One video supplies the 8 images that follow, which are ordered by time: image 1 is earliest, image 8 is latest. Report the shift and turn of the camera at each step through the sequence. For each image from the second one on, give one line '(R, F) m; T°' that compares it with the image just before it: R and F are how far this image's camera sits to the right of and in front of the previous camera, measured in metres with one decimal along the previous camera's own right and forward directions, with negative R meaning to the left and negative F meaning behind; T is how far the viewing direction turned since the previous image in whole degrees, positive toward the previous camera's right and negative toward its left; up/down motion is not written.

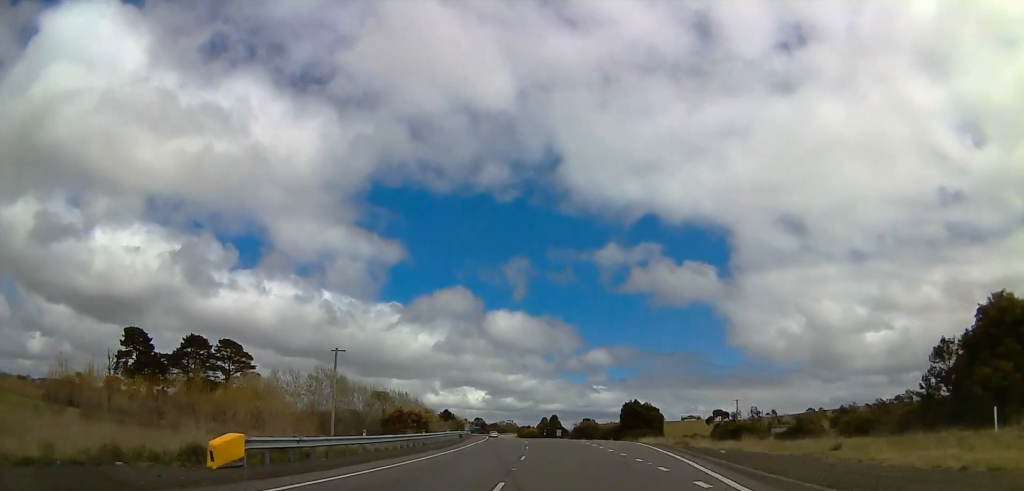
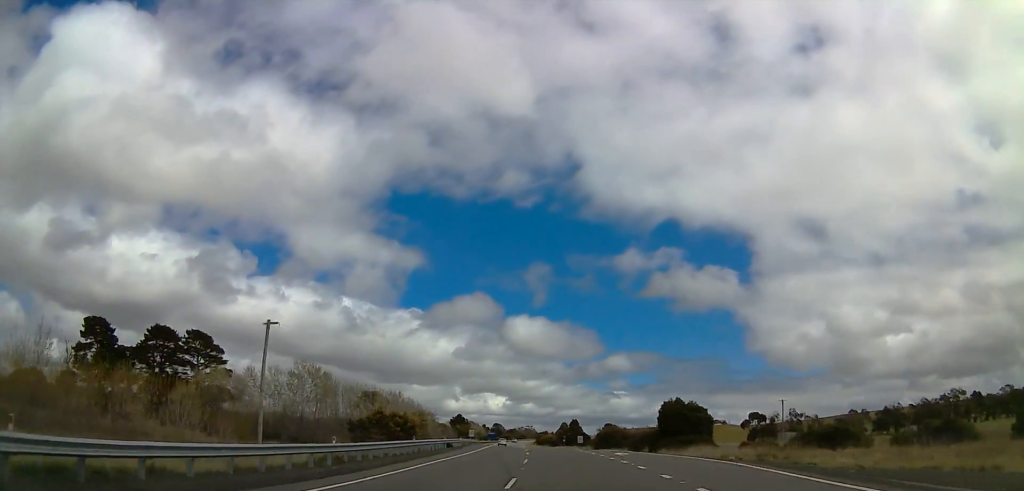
(0.0, +20.2) m; 0°
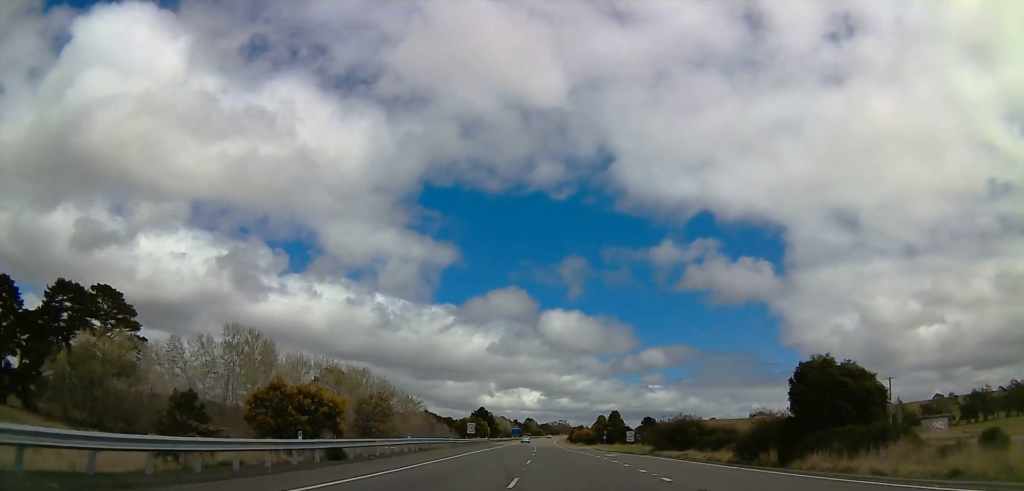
(0.0, +36.1) m; 0°
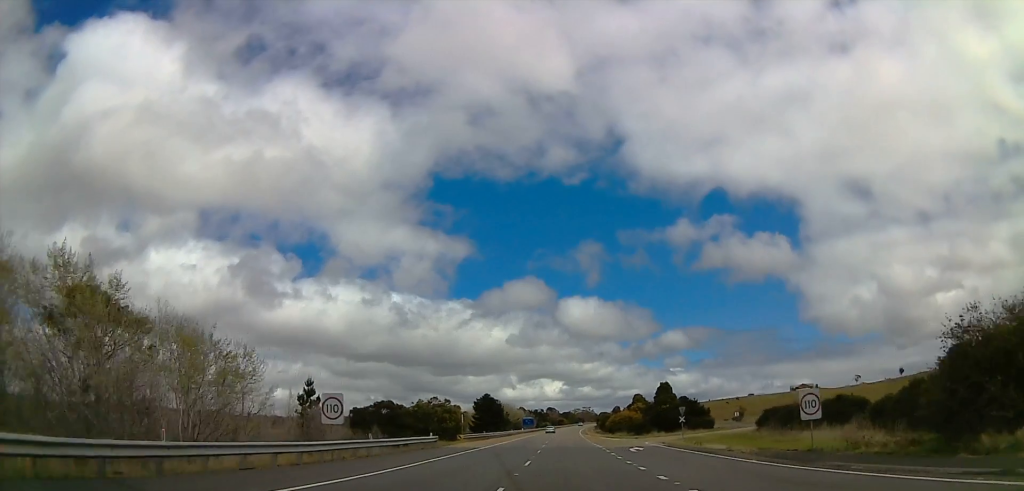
(0.0, +52.1) m; 0°
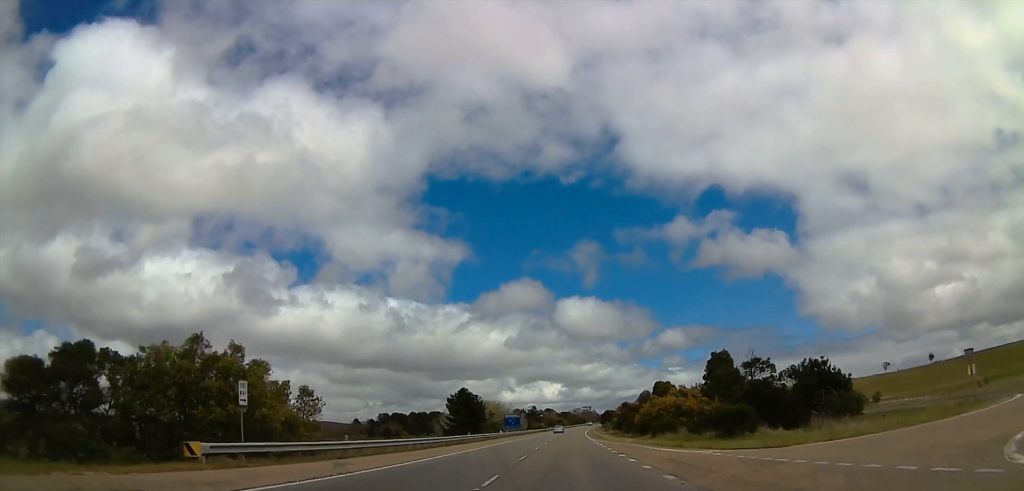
(-1.2, +44.6) m; -4°
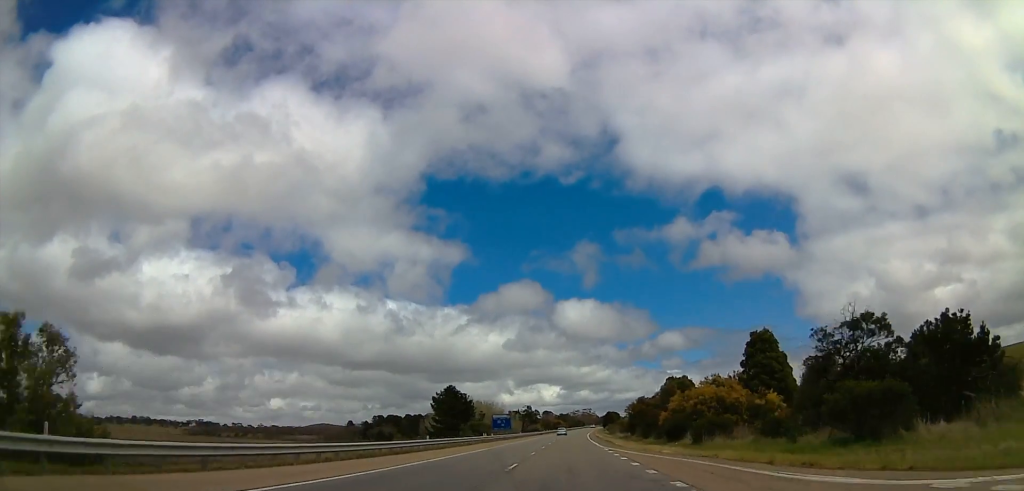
(-0.7, +17.0) m; -2°
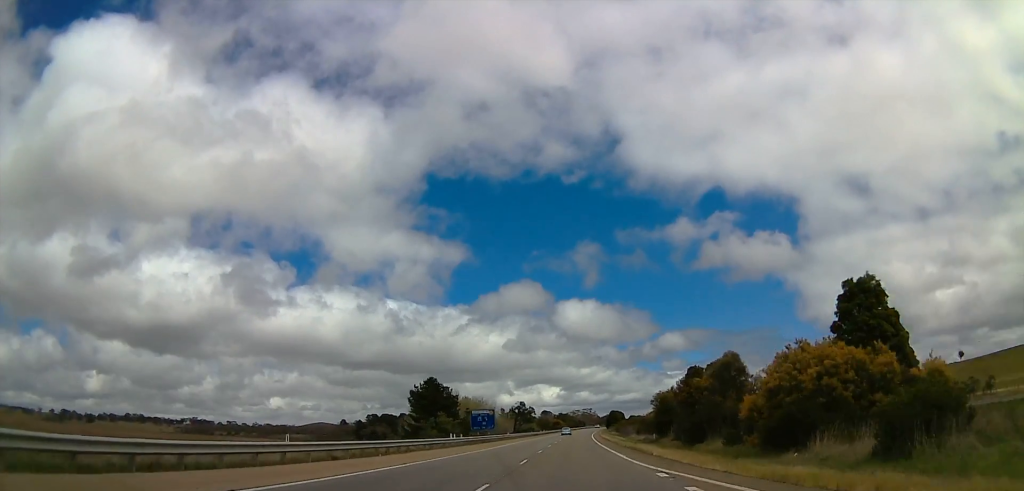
(-0.2, +21.2) m; -1°
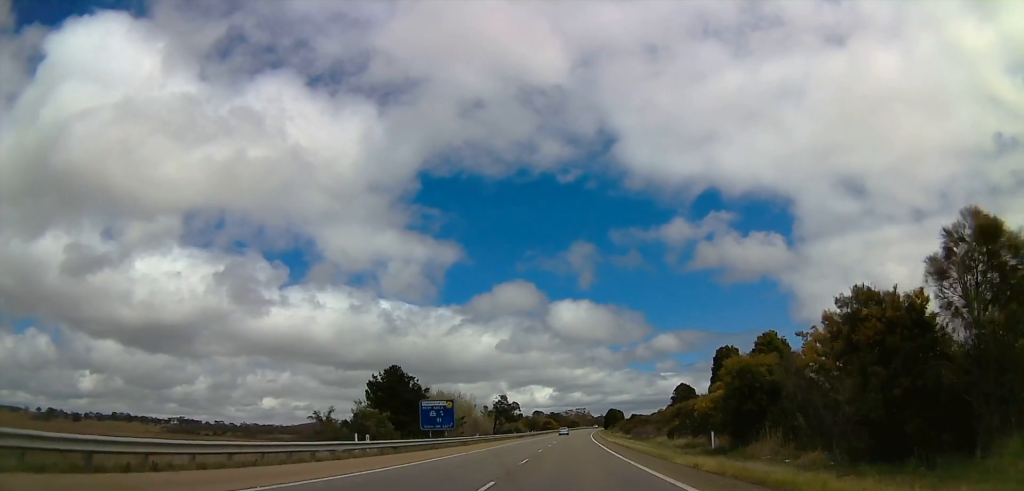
(0.0, +23.4) m; 0°
